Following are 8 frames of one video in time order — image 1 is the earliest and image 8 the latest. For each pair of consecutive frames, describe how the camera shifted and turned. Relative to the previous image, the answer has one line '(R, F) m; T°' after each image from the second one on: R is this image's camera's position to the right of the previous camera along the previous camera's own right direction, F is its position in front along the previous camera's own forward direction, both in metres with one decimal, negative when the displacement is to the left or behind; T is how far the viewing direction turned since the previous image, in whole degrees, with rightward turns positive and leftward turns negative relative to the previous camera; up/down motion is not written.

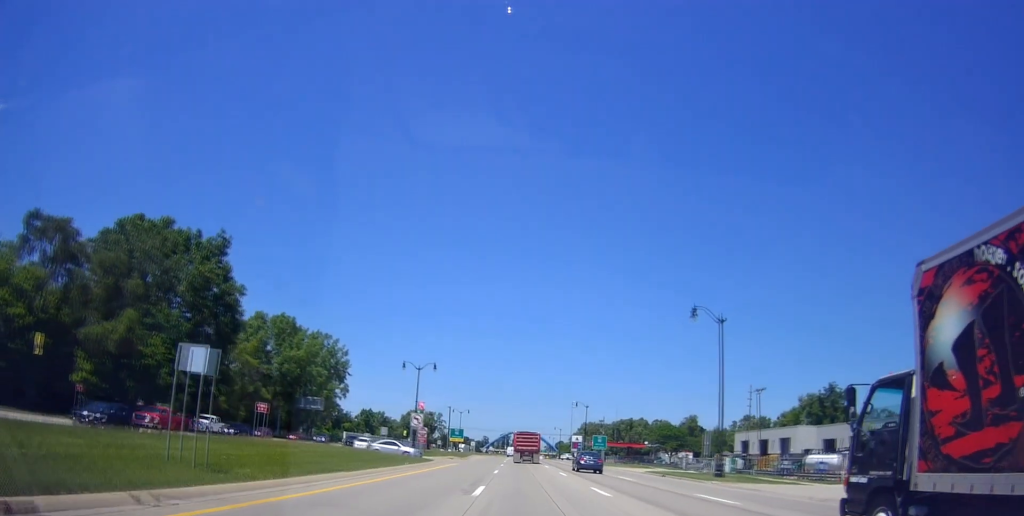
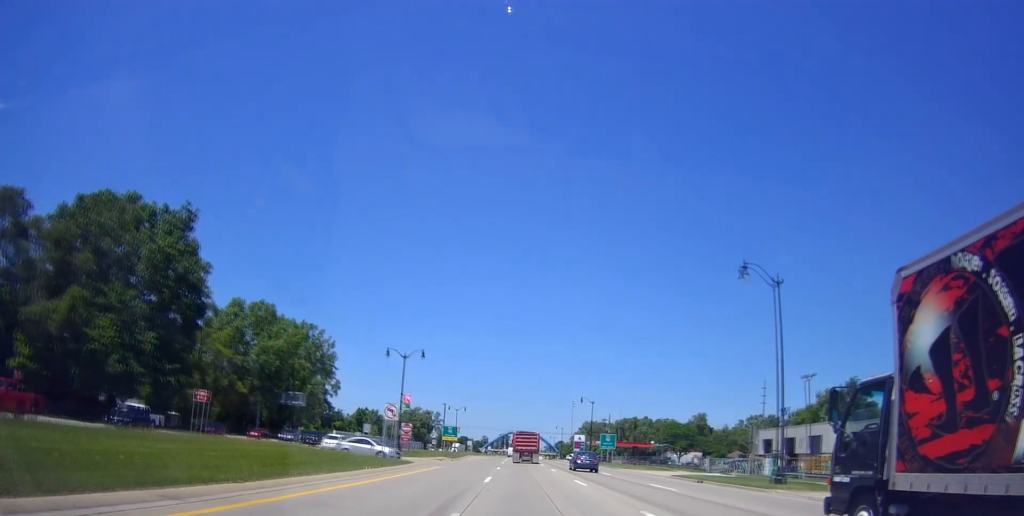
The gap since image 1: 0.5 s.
(+0.1, +8.9) m; +1°
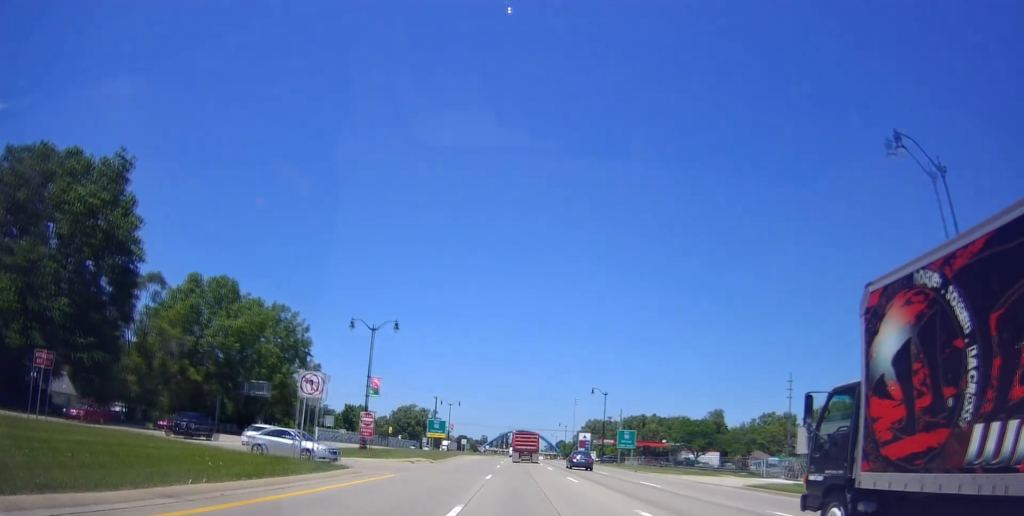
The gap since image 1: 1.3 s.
(+0.3, +14.1) m; +1°
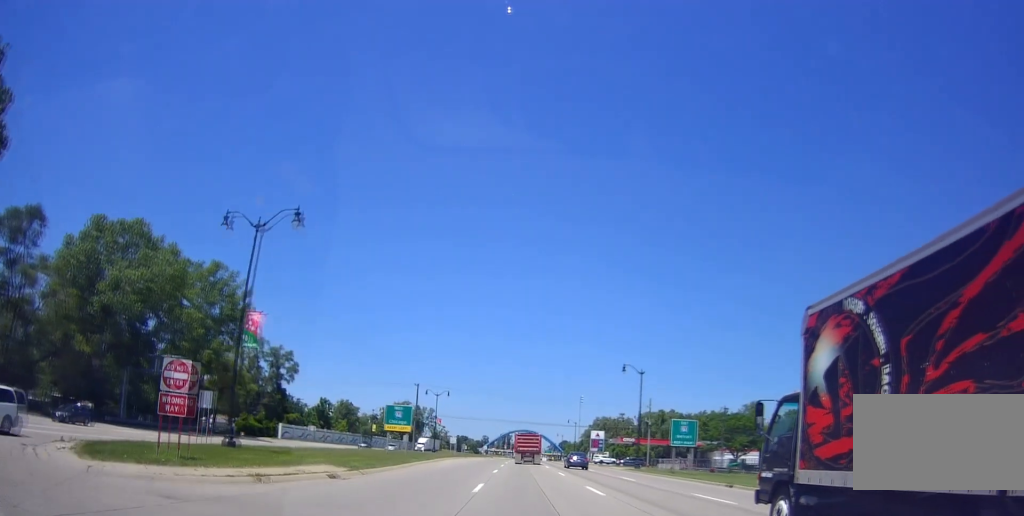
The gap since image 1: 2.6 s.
(-0.3, +23.2) m; -2°
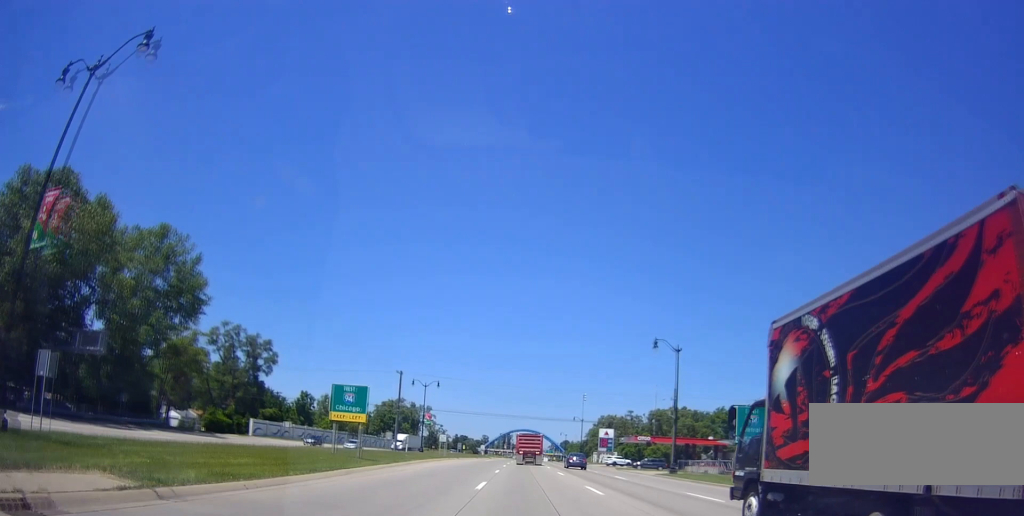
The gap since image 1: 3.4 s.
(-0.1, +13.9) m; +1°
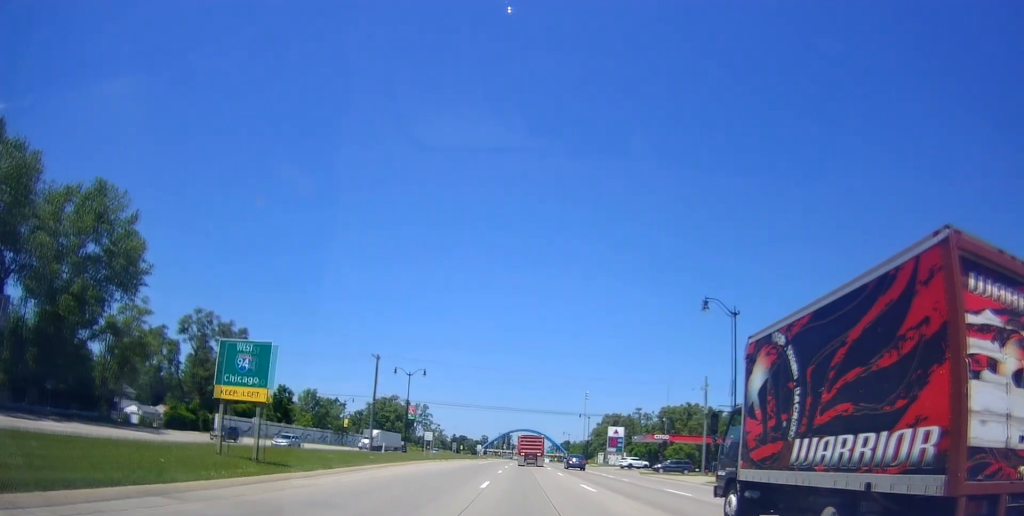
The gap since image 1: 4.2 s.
(+0.2, +13.2) m; +1°
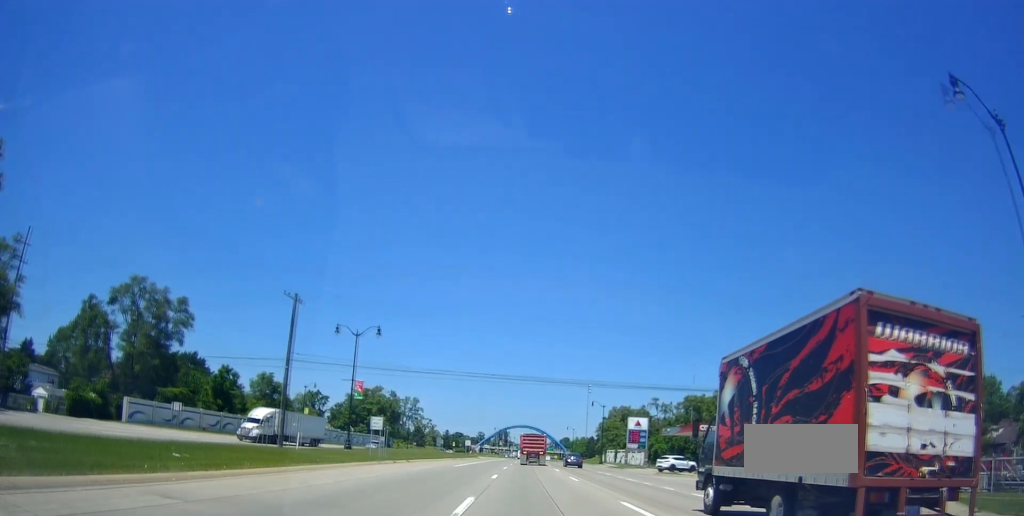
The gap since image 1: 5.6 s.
(-0.3, +24.3) m; 0°
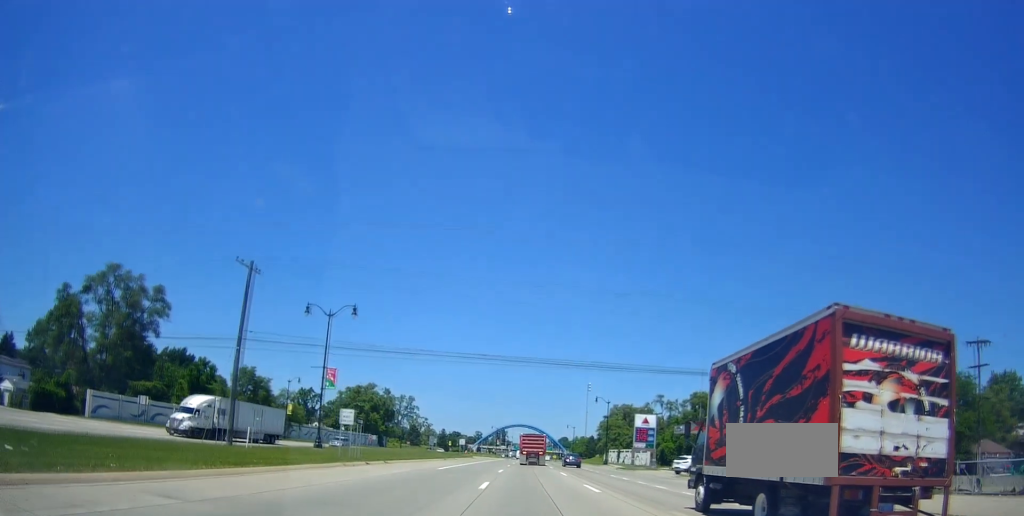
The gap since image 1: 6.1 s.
(0.0, +7.3) m; +1°
